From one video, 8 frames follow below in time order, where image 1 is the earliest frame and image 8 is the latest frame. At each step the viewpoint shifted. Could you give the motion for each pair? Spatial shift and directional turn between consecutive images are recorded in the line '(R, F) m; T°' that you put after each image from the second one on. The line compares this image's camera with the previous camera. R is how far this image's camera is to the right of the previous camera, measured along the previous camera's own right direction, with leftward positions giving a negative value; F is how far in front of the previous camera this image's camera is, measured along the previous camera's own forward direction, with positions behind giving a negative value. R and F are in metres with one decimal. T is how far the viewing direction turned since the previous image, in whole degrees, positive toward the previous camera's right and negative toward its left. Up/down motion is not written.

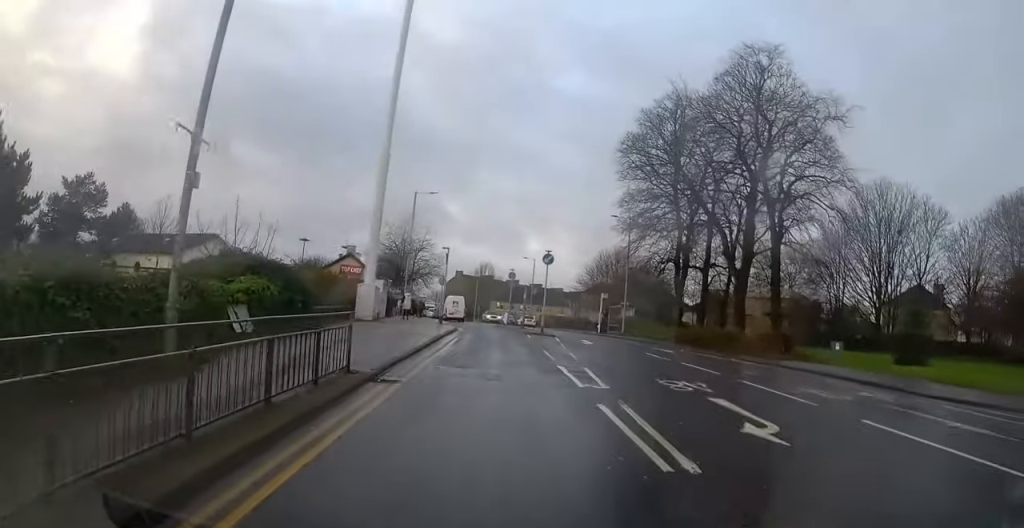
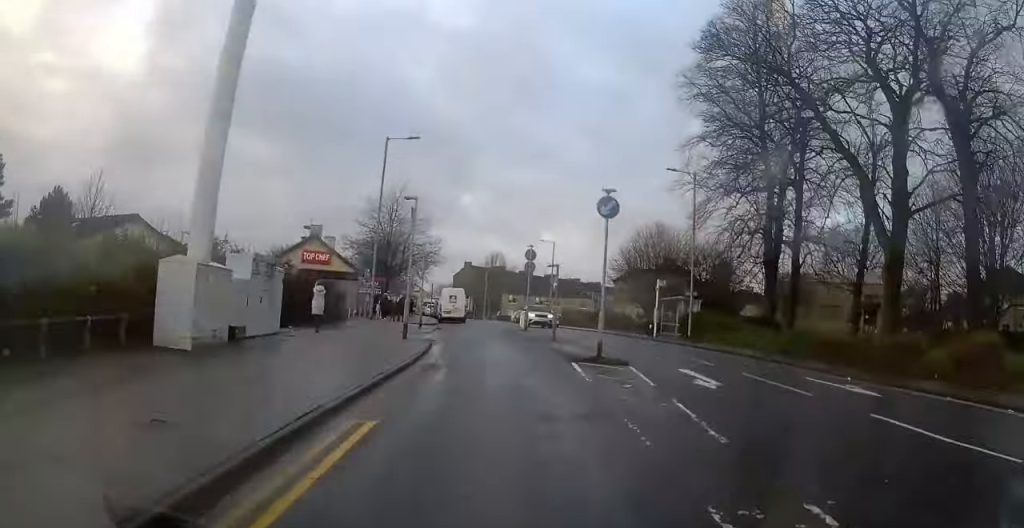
(-0.8, +17.2) m; -3°
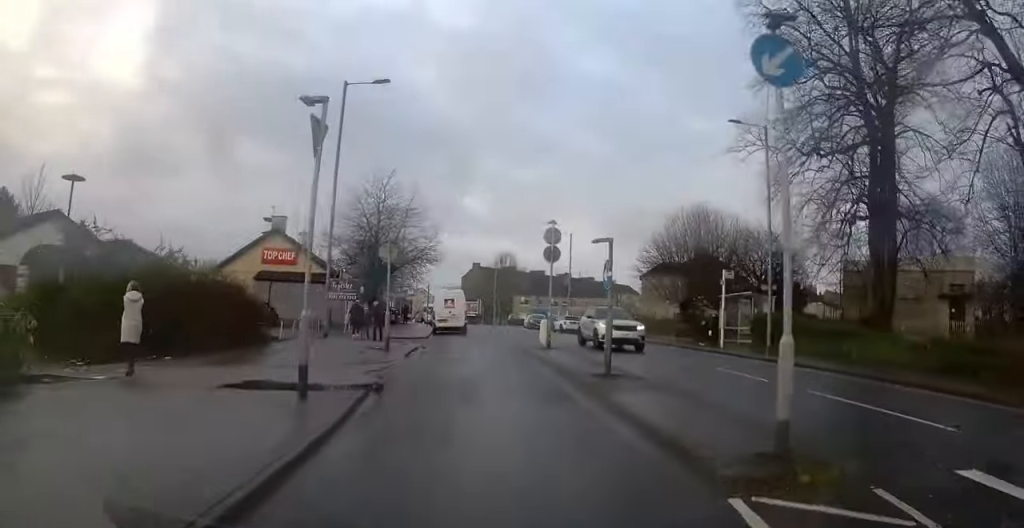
(+0.1, +11.0) m; -1°
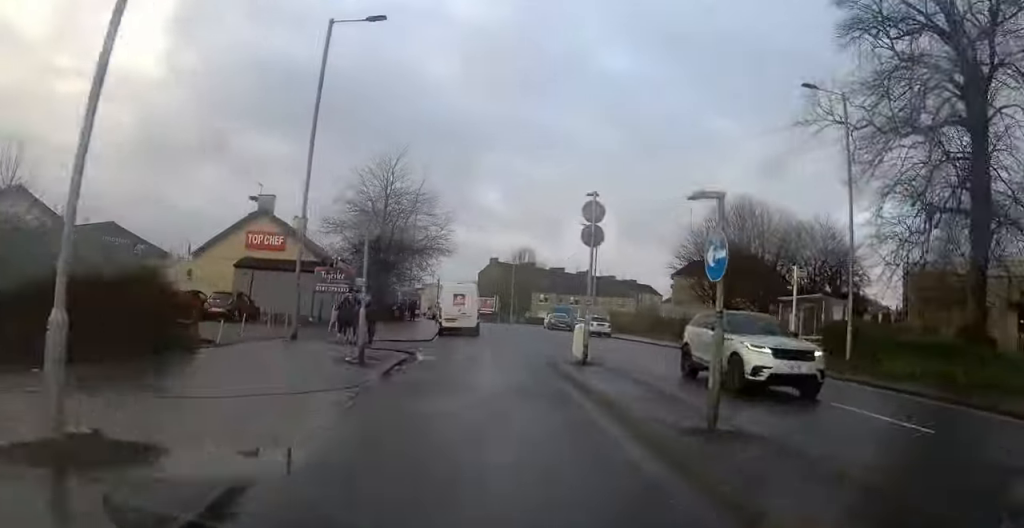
(+0.2, +5.9) m; -1°
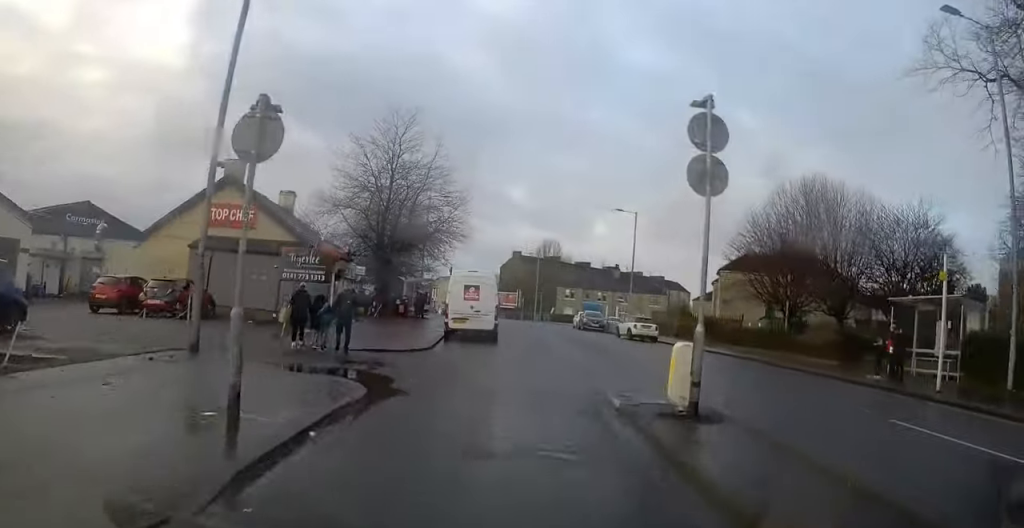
(-0.5, +7.6) m; -2°
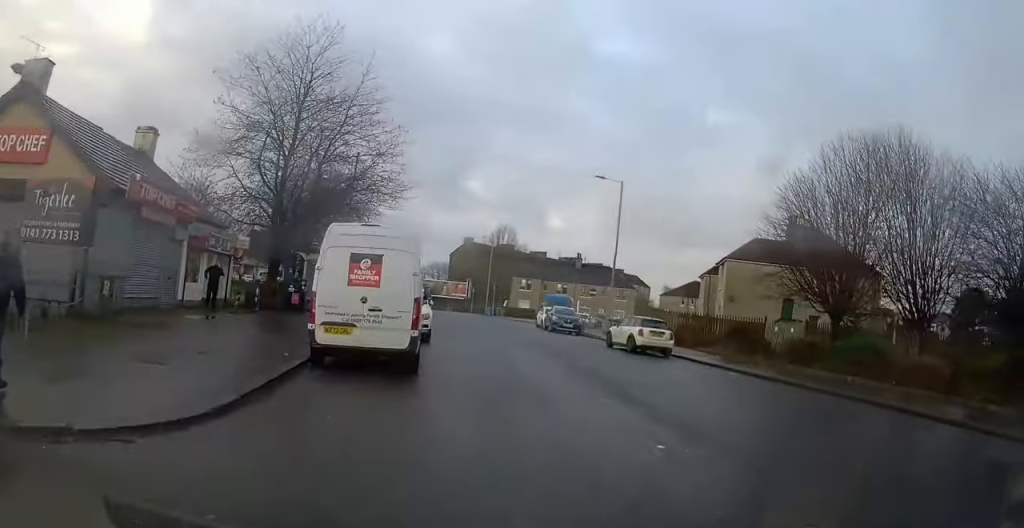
(+0.2, +11.8) m; +3°
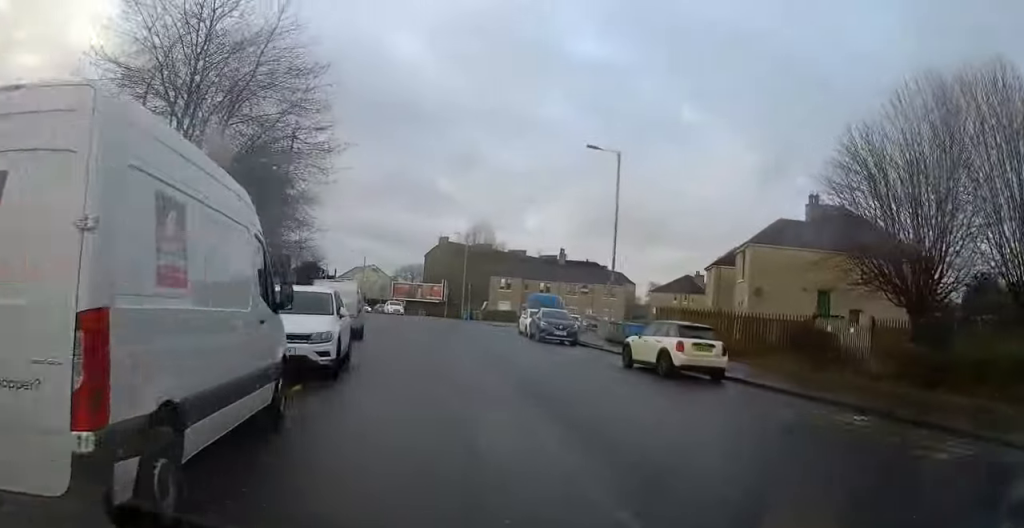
(+0.1, +8.2) m; 0°
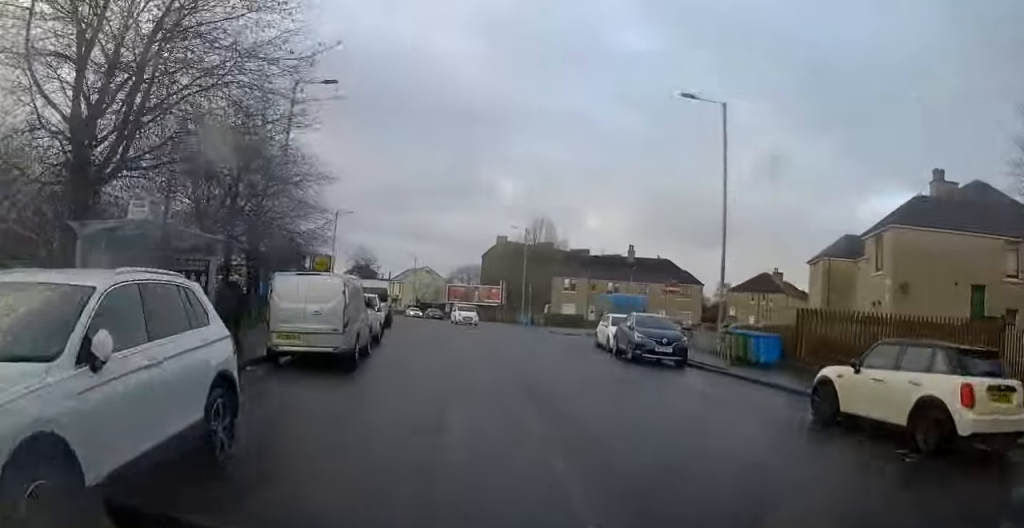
(-0.1, +9.0) m; -2°
